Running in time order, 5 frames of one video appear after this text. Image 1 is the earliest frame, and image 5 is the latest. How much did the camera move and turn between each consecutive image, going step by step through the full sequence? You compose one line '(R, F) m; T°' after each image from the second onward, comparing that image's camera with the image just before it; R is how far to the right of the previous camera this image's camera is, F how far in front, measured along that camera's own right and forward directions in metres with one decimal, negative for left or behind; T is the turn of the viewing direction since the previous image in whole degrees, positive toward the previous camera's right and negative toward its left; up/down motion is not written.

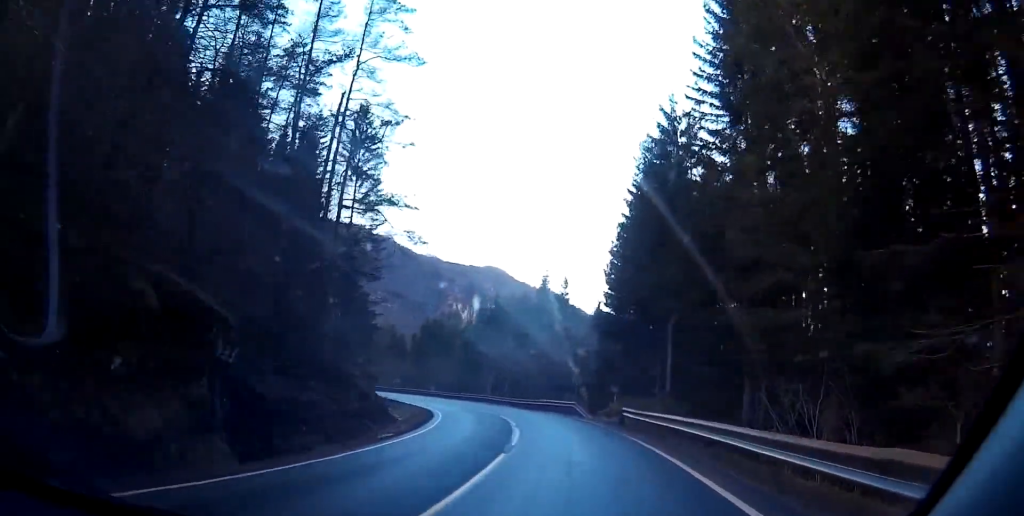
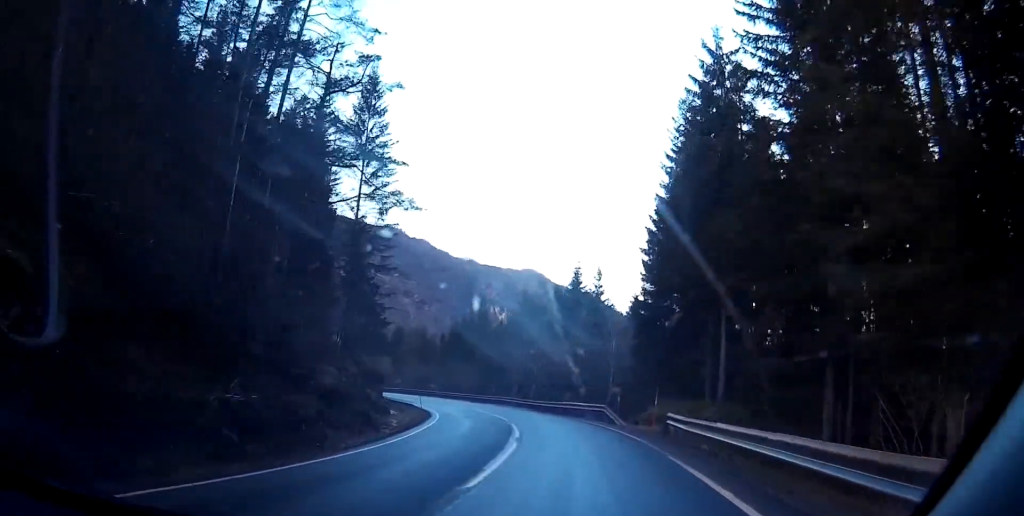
(0.0, +8.3) m; 0°
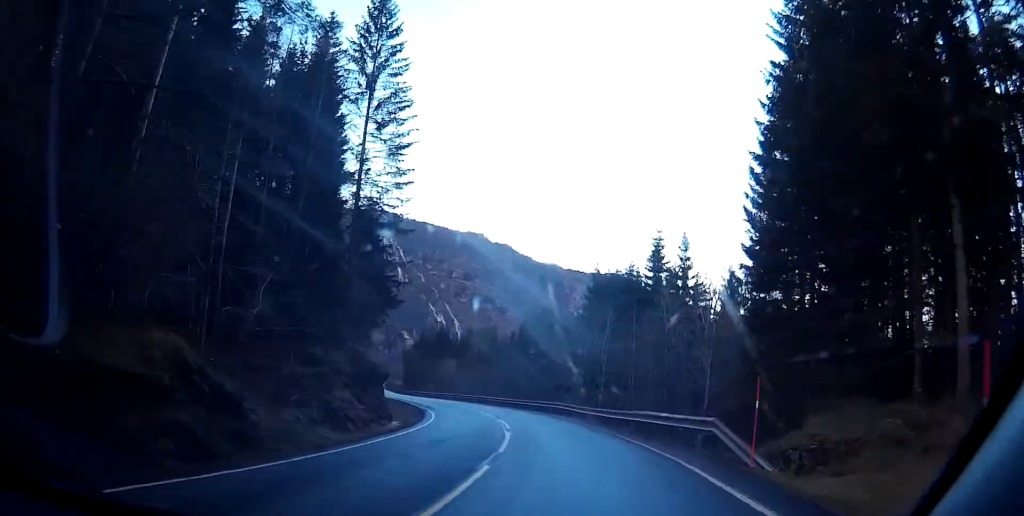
(0.0, +17.9) m; -1°
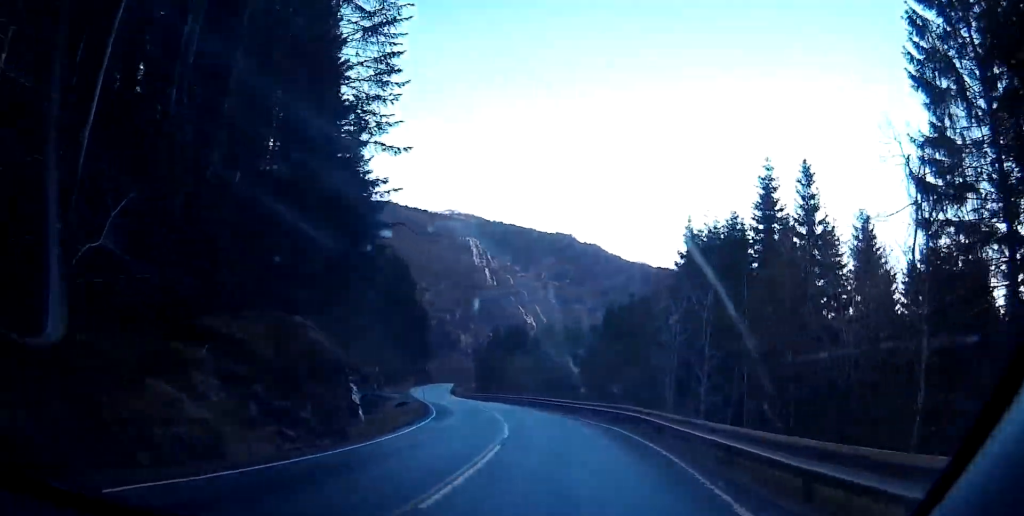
(-0.8, +18.3) m; -24°
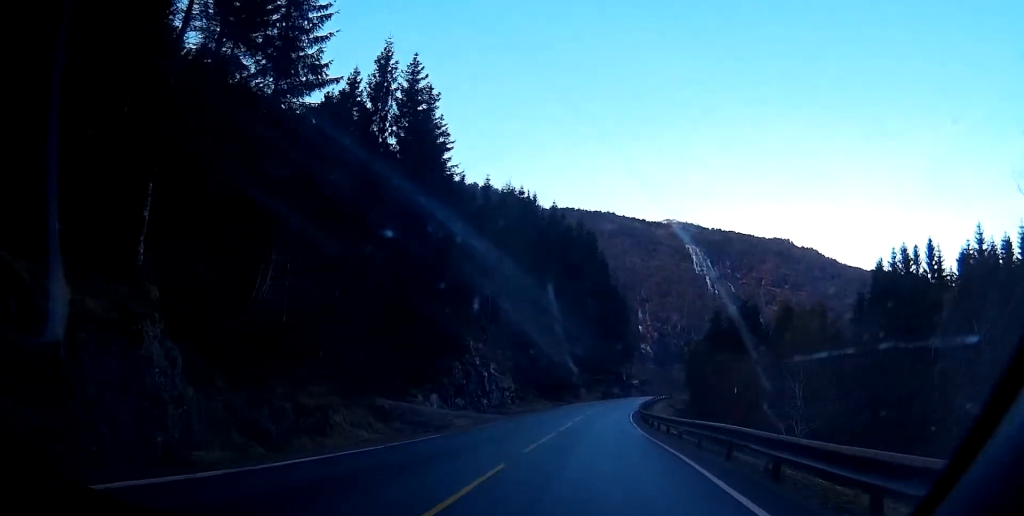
(-19.8, +47.8) m; -33°
